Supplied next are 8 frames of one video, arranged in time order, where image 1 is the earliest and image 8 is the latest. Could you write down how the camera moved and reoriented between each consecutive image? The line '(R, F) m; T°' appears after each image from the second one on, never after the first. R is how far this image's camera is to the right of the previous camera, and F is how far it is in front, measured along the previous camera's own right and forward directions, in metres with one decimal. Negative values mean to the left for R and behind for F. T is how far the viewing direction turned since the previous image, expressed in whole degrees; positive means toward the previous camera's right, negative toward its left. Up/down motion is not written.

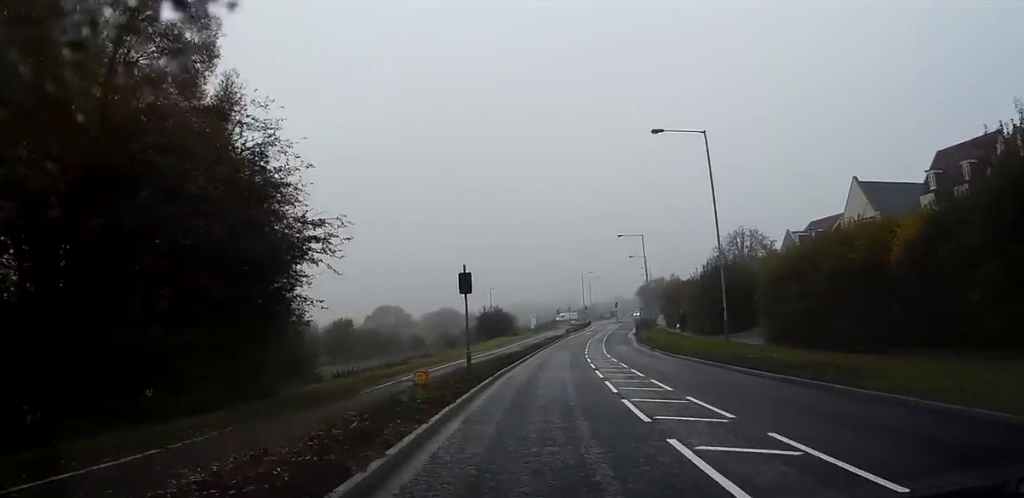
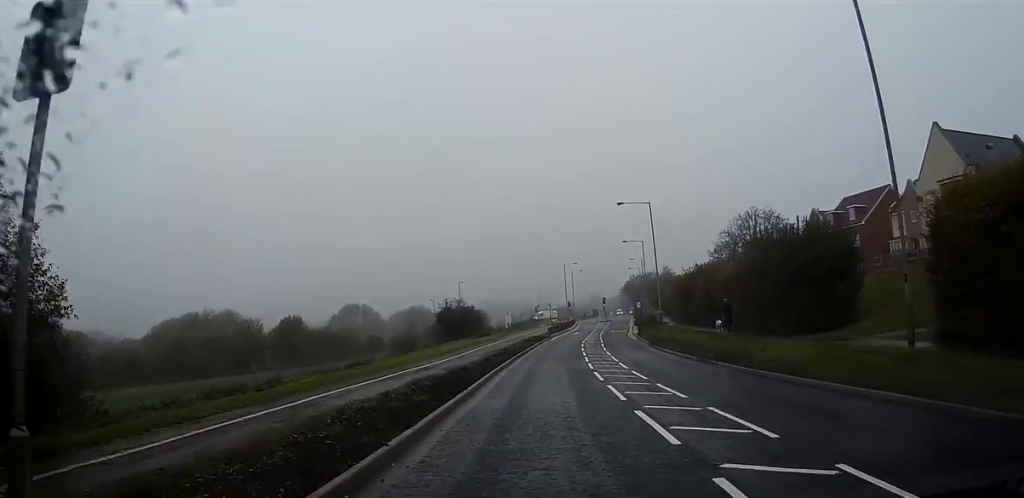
(+0.2, +20.3) m; +2°
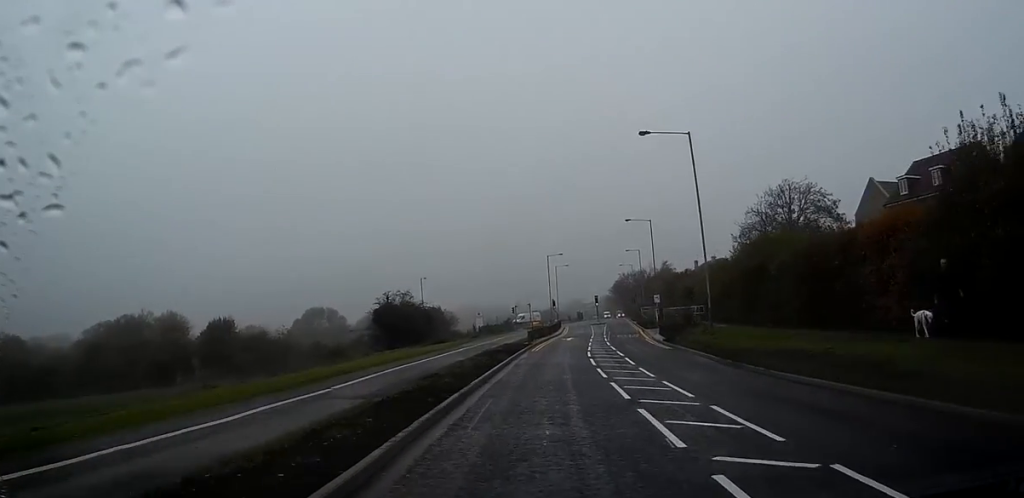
(+1.1, +23.7) m; +4°
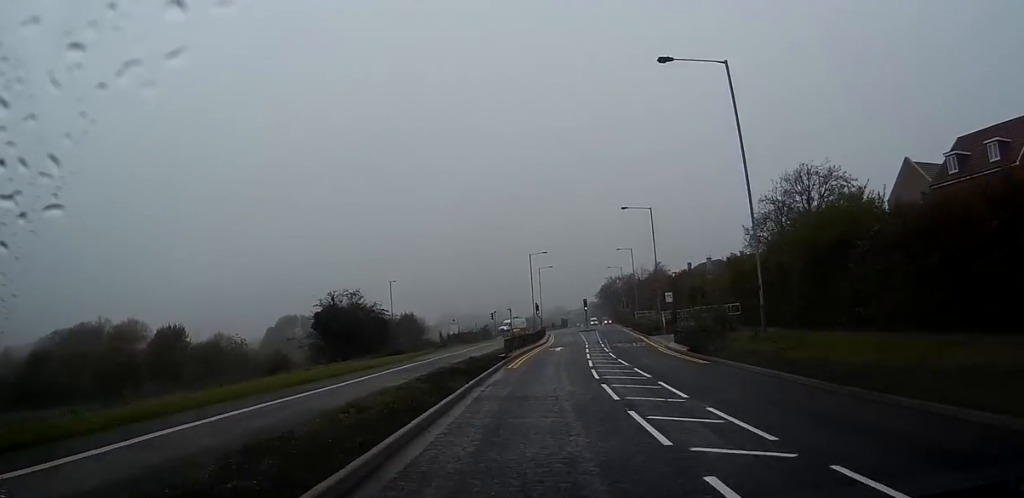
(-0.1, +11.8) m; 0°
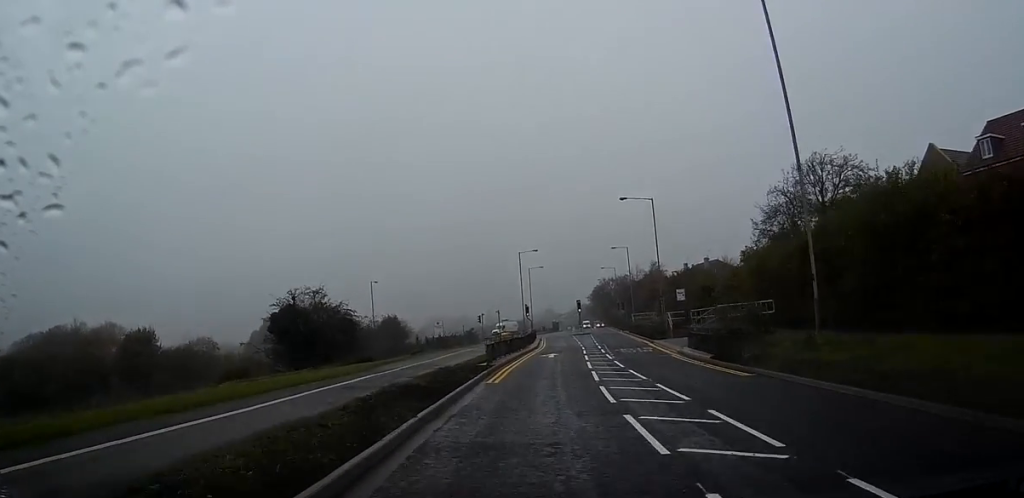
(+0.1, +6.4) m; 0°
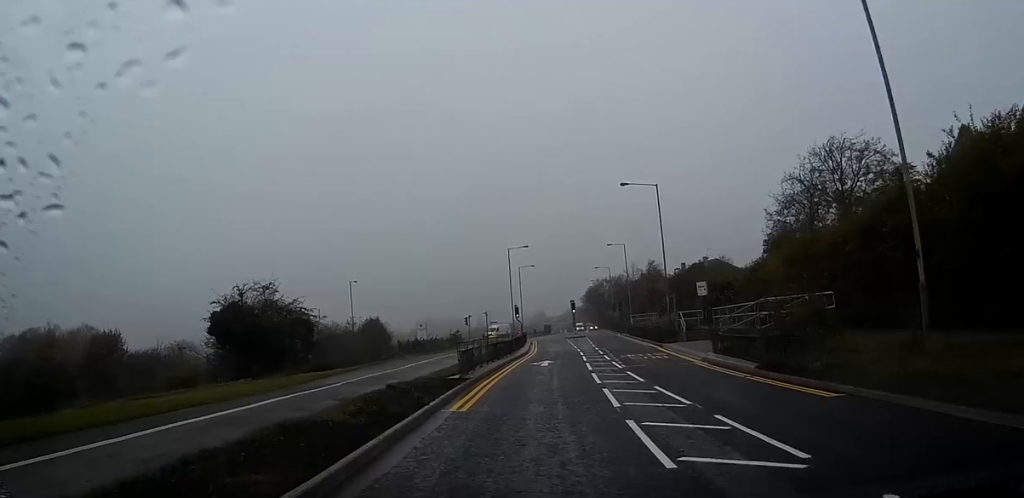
(0.0, +6.9) m; 0°
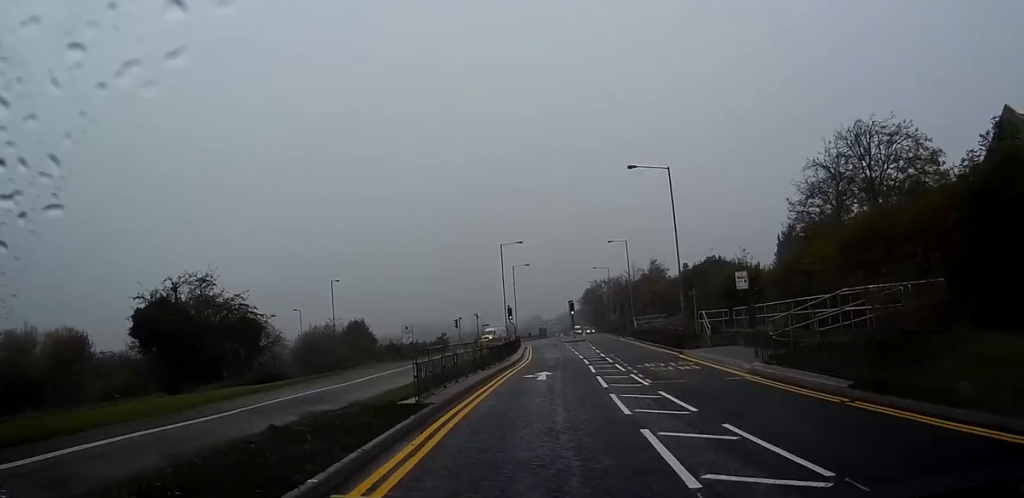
(0.0, +6.6) m; -1°
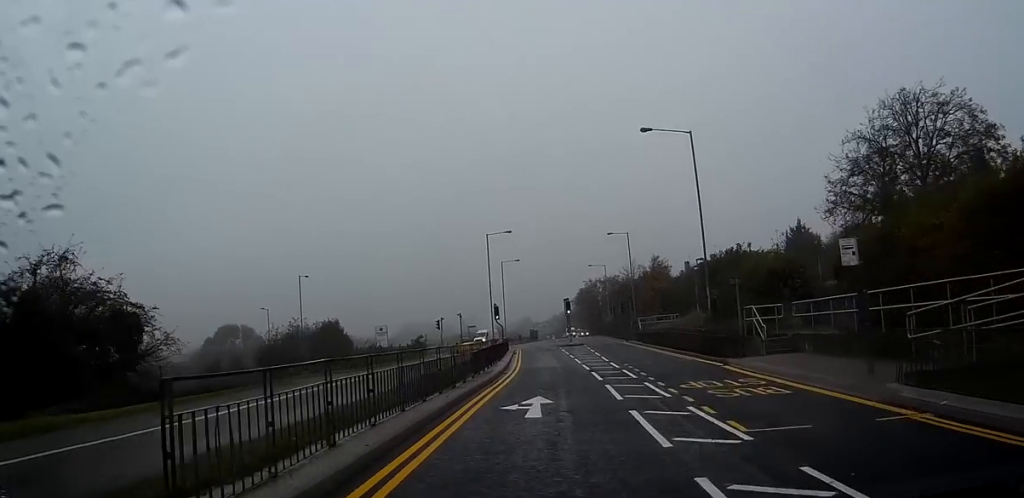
(-0.1, +9.6) m; 0°
